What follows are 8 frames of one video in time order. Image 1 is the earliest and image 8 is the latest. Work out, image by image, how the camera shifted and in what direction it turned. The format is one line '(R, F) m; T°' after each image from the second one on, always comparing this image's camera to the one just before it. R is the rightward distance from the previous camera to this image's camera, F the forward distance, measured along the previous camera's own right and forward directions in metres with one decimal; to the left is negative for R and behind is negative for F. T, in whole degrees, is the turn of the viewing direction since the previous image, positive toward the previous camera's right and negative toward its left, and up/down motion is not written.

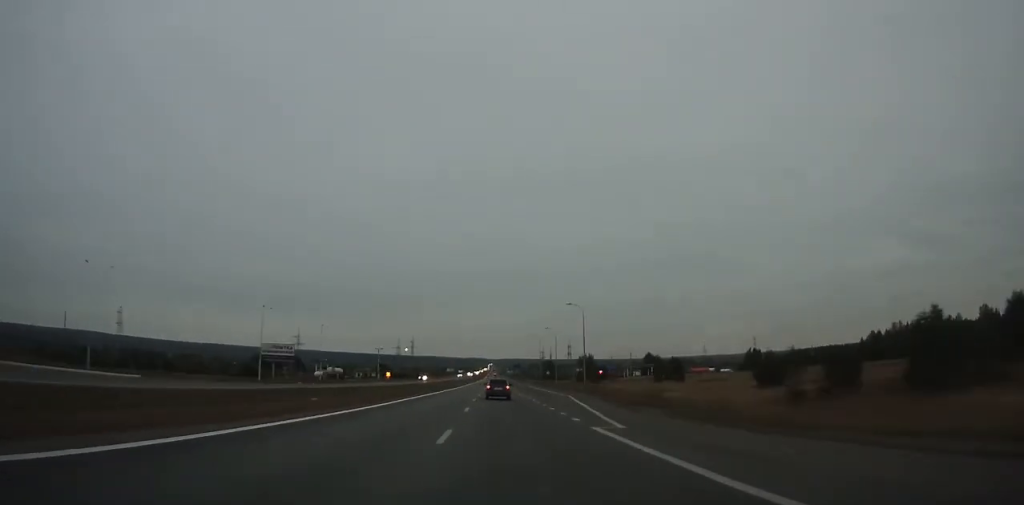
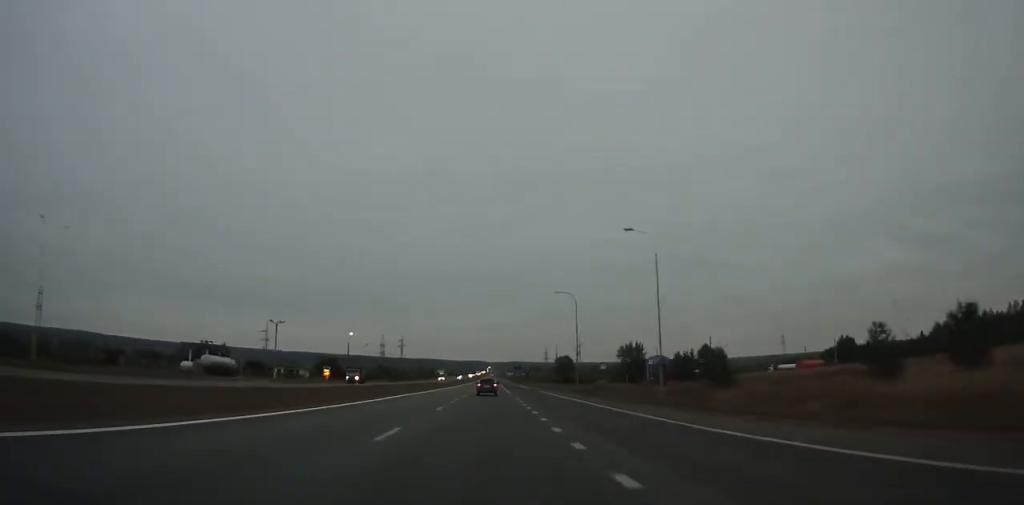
(+1.6, +71.5) m; +1°
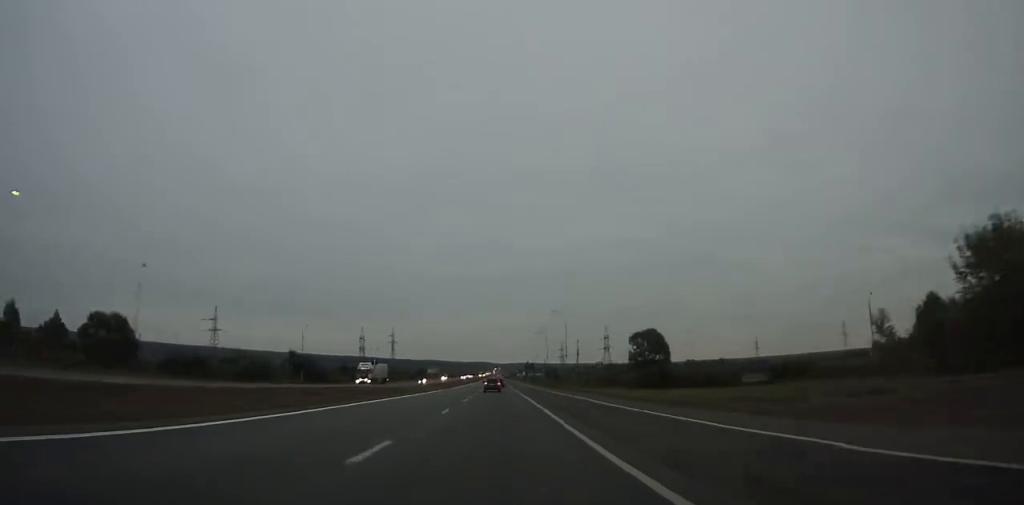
(-0.3, +99.5) m; -1°
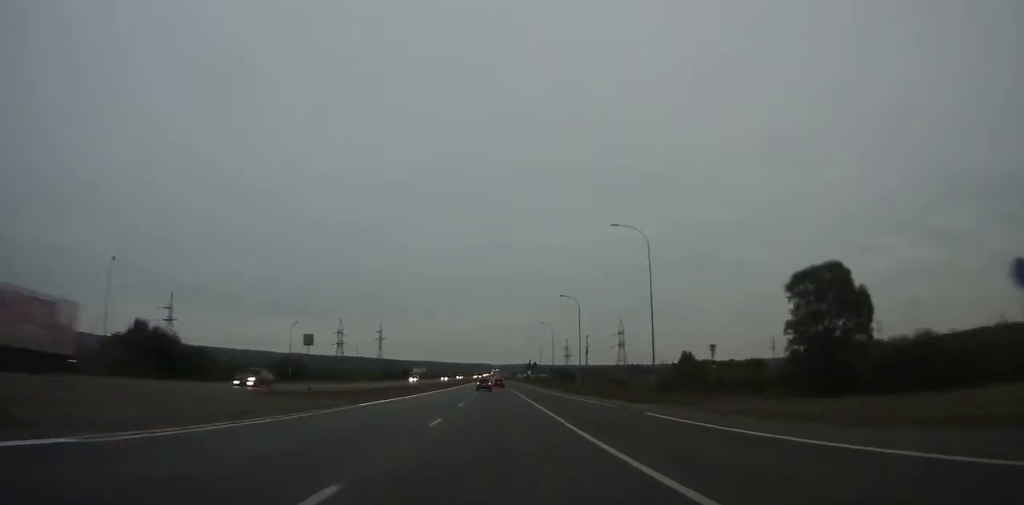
(-0.3, +54.1) m; 0°
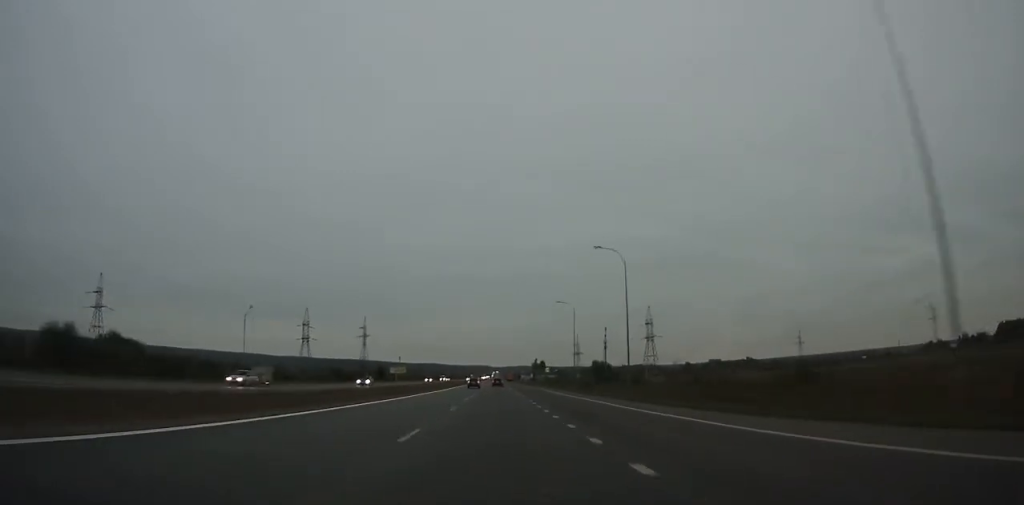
(0.0, +65.2) m; 0°
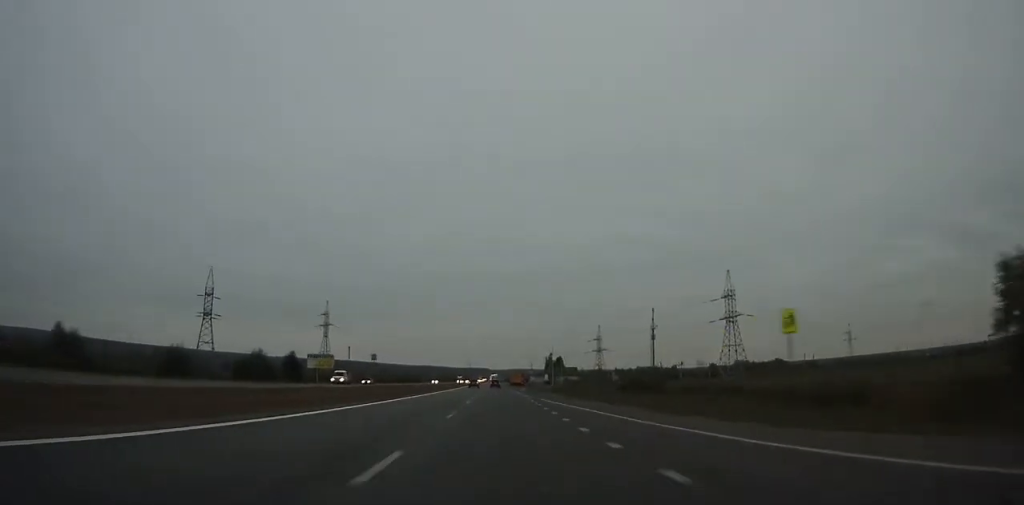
(0.0, +101.2) m; 0°
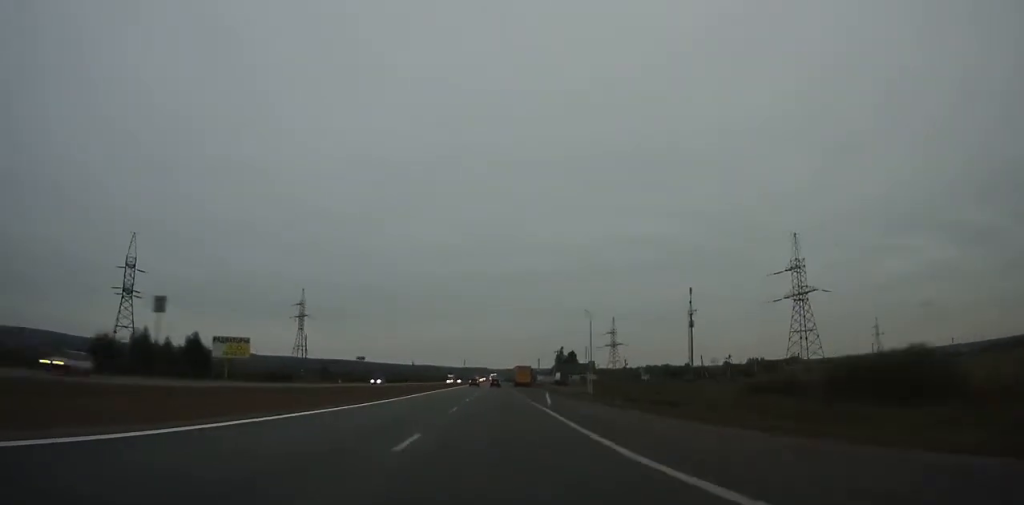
(0.0, +44.1) m; 0°
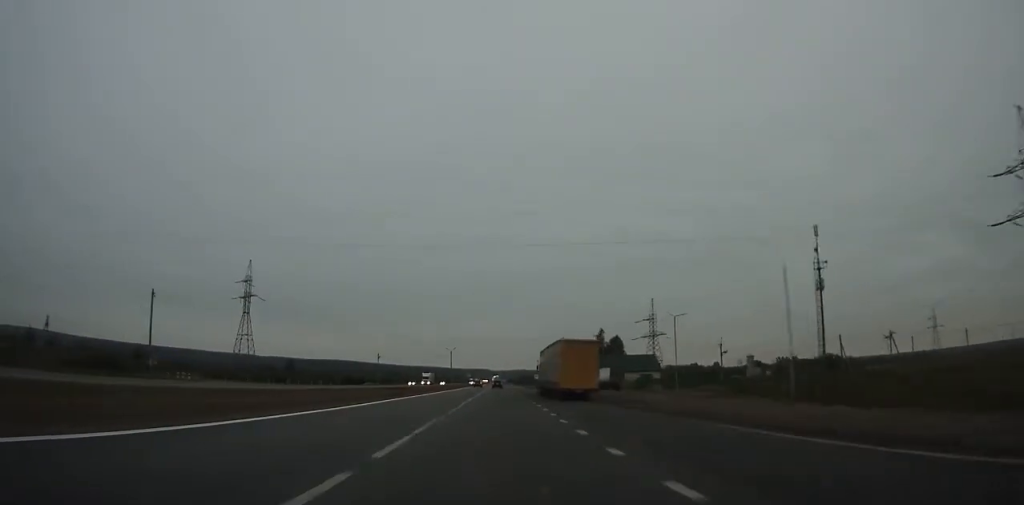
(0.0, +75.0) m; 0°
